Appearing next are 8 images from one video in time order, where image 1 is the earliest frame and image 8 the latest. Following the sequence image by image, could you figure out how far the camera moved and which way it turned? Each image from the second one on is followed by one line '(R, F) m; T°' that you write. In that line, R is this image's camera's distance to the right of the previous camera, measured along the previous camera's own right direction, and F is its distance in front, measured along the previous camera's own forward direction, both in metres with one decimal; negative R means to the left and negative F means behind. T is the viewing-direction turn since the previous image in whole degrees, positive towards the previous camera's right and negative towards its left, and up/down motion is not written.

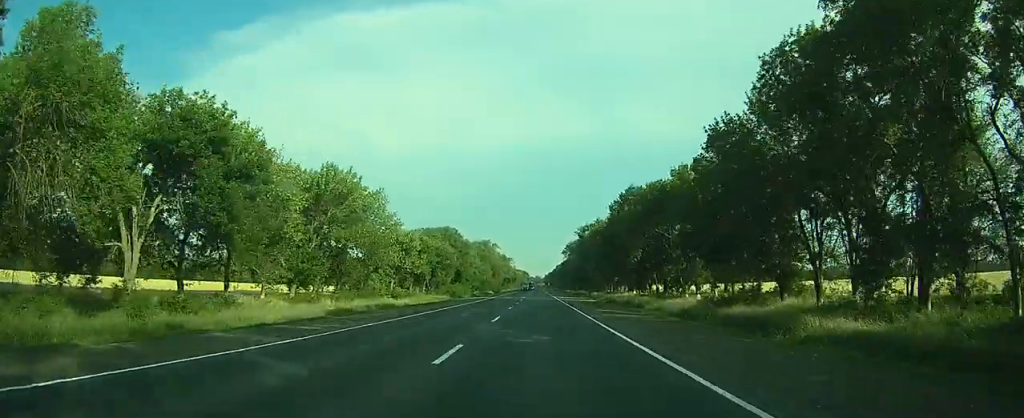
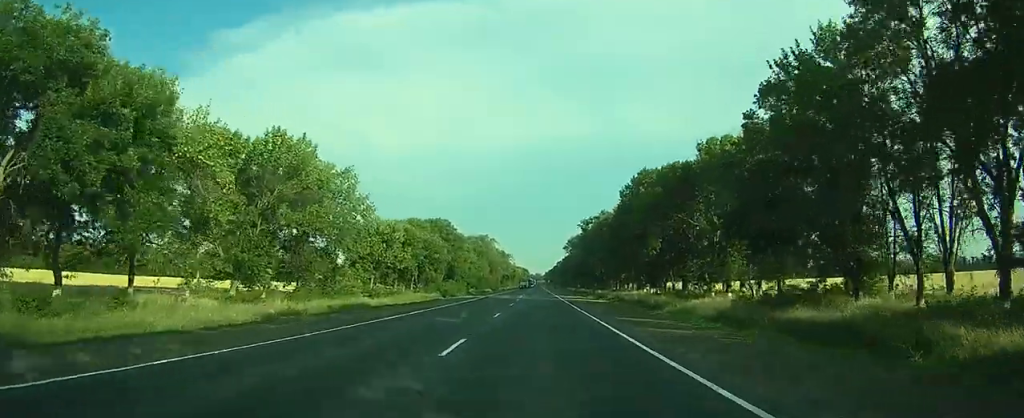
(0.0, +11.0) m; 0°
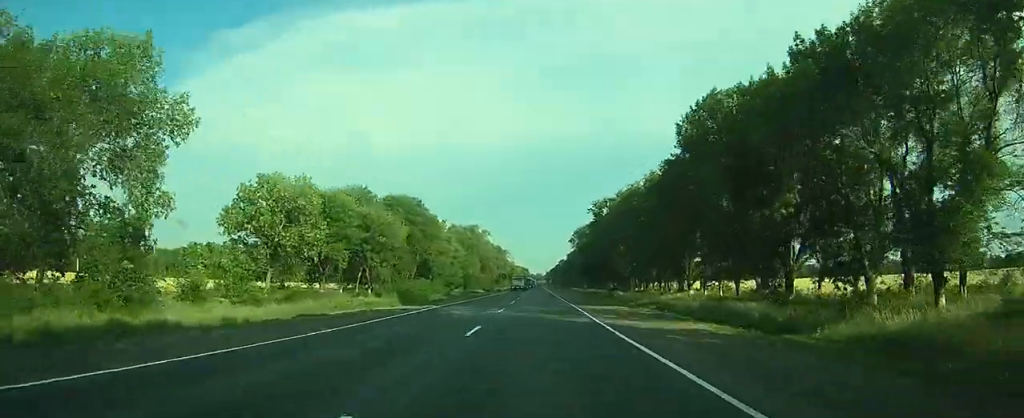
(0.0, +31.5) m; 0°
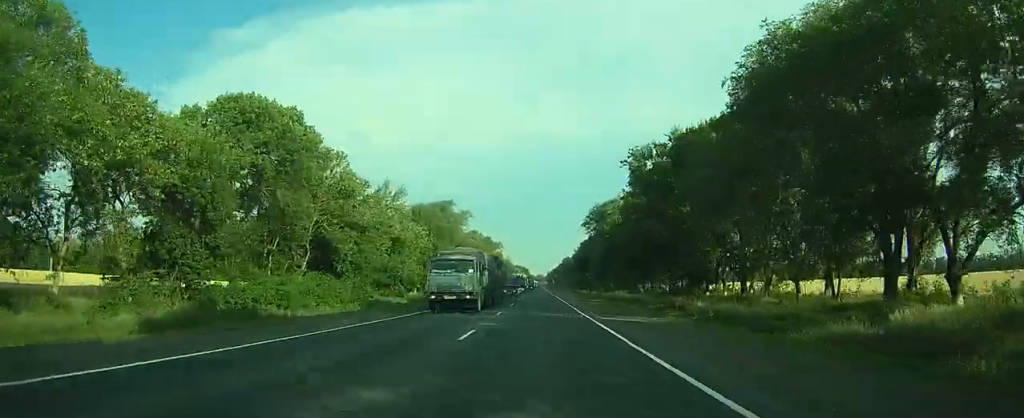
(0.0, +49.1) m; 0°
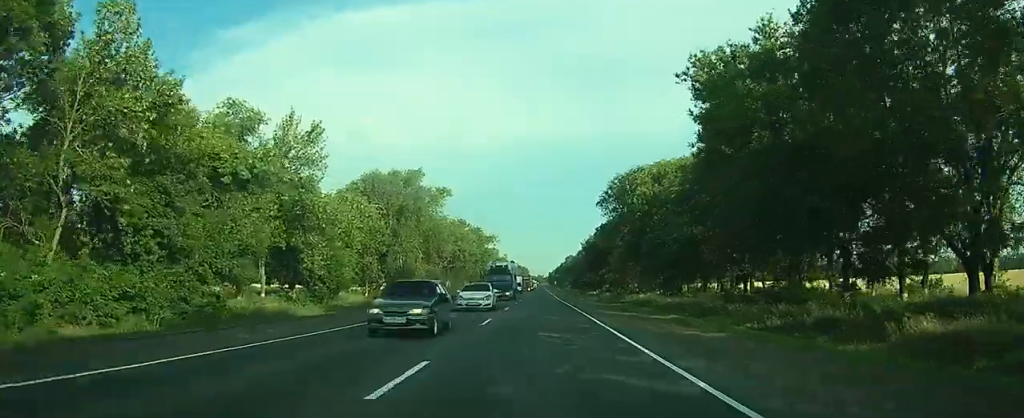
(0.0, +31.4) m; 0°
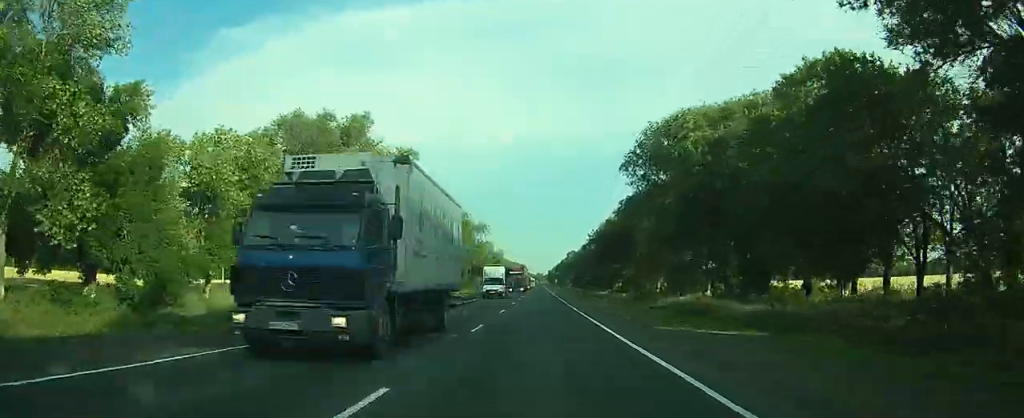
(0.0, +26.8) m; 0°
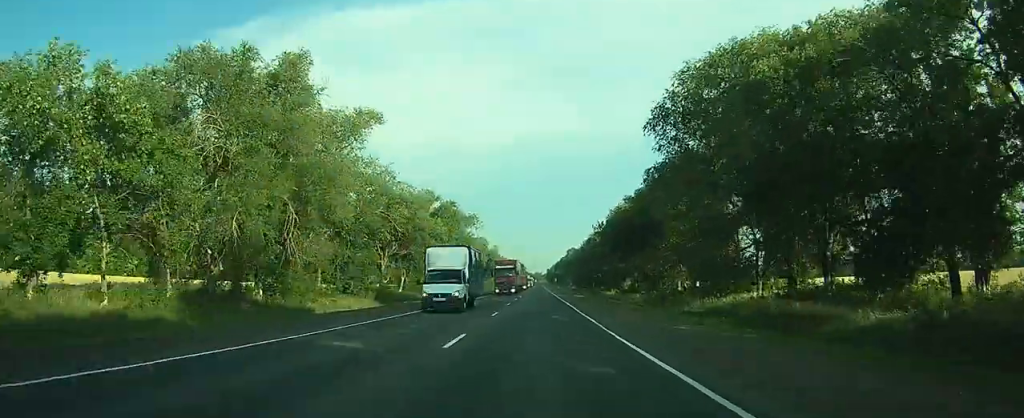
(0.0, +16.2) m; 0°
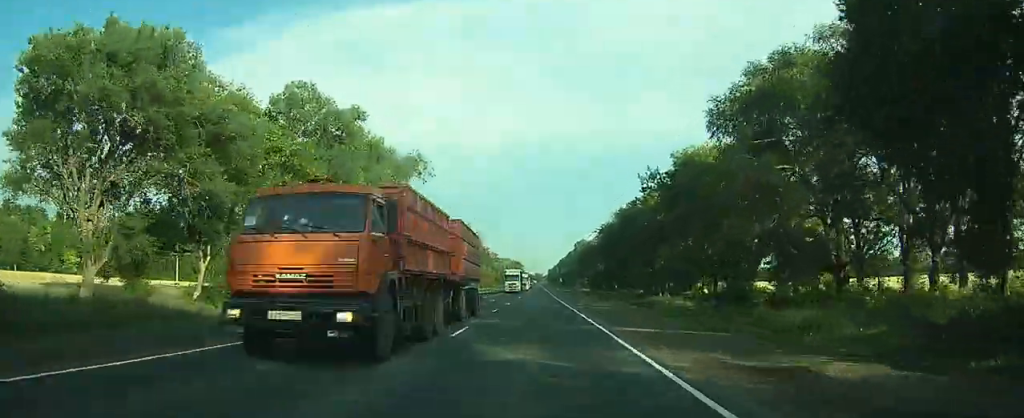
(+0.2, +58.1) m; 0°
